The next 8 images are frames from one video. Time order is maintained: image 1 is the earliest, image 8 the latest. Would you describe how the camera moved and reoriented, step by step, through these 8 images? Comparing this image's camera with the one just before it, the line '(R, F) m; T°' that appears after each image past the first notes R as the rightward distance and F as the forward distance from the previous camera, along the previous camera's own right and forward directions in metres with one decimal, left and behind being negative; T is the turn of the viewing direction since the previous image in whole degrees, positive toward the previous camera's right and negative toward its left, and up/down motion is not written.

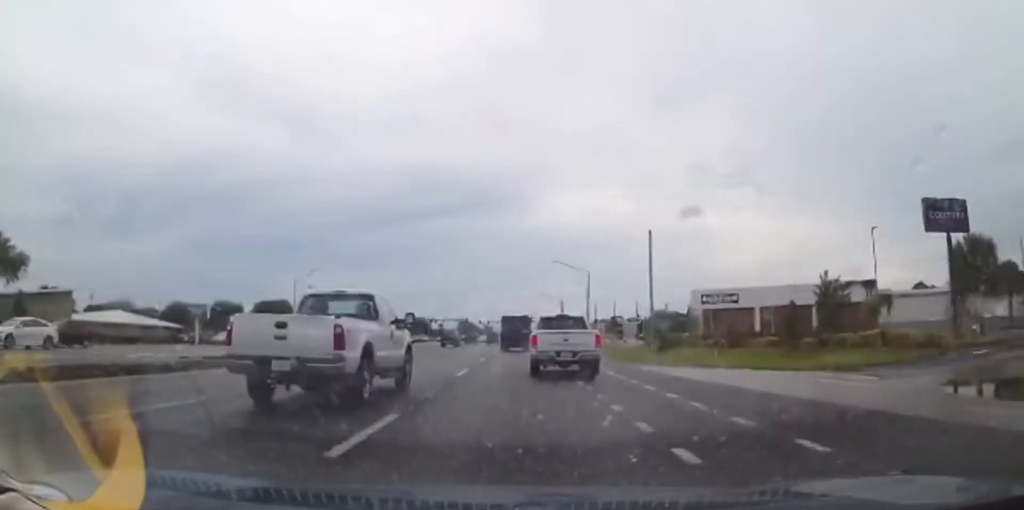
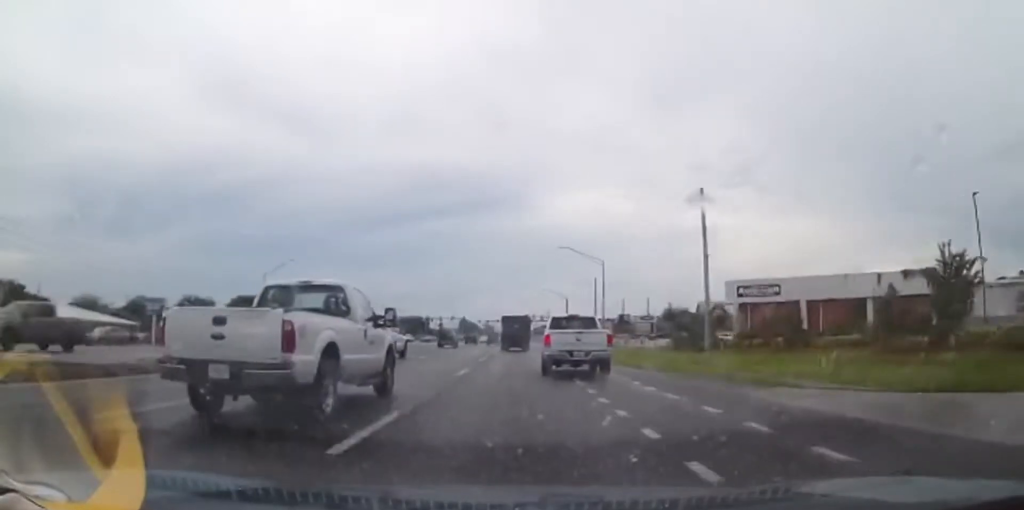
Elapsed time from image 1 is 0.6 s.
(-0.1, +12.1) m; 0°
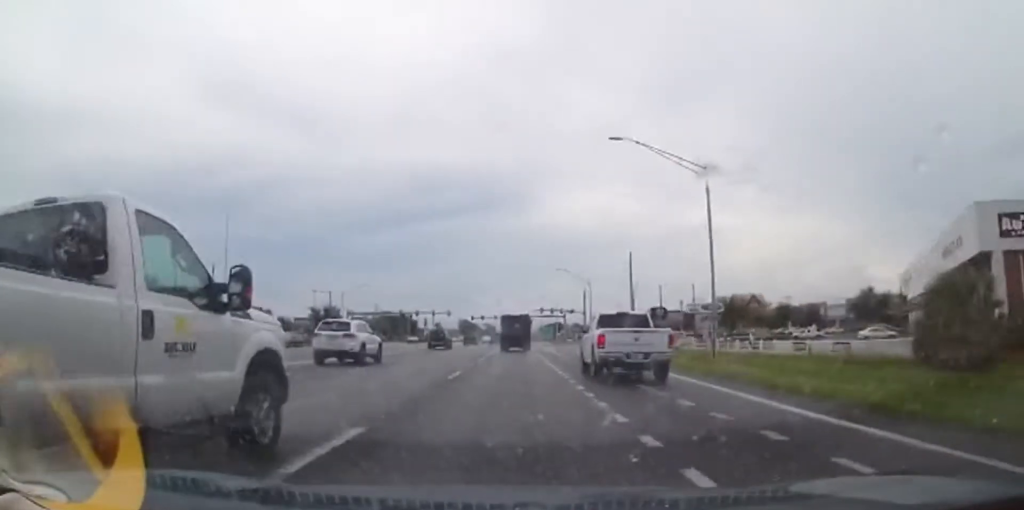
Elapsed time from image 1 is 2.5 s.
(-0.5, +38.2) m; -2°
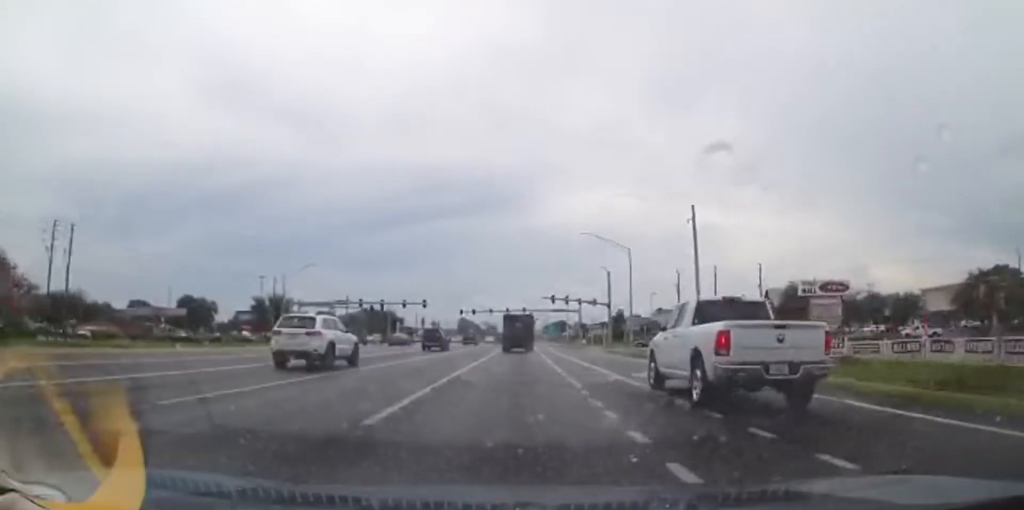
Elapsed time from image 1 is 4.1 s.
(-0.2, +31.6) m; +1°
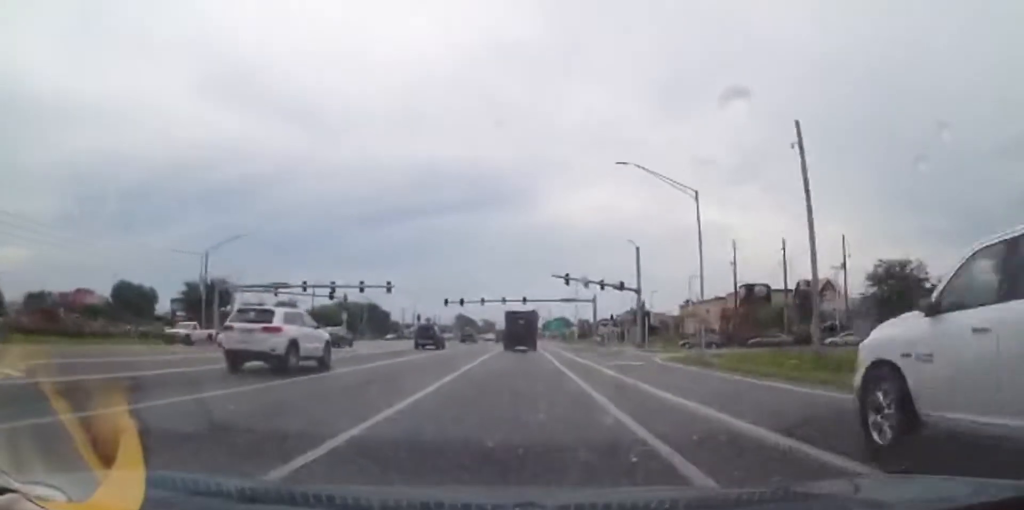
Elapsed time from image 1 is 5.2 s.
(+0.4, +23.9) m; 0°
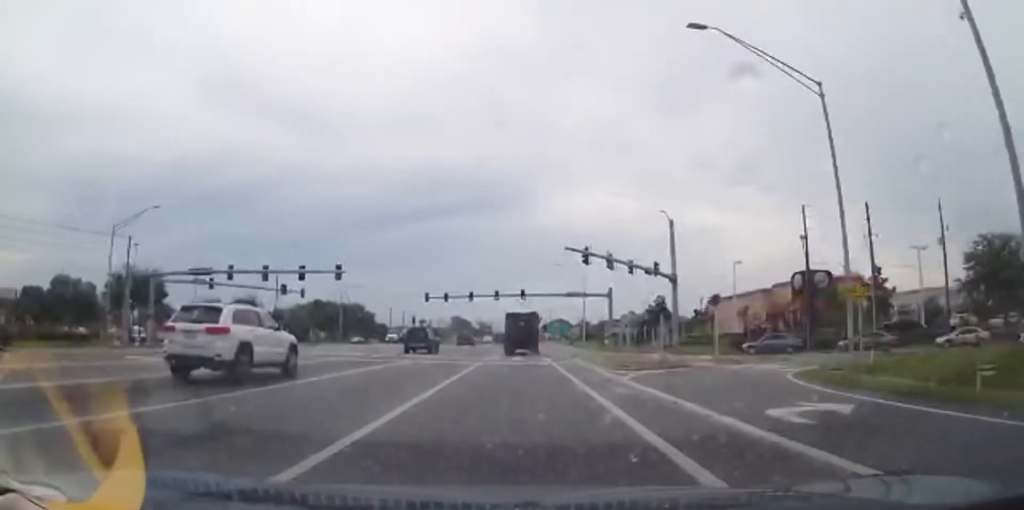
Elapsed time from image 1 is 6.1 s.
(-0.3, +17.3) m; 0°
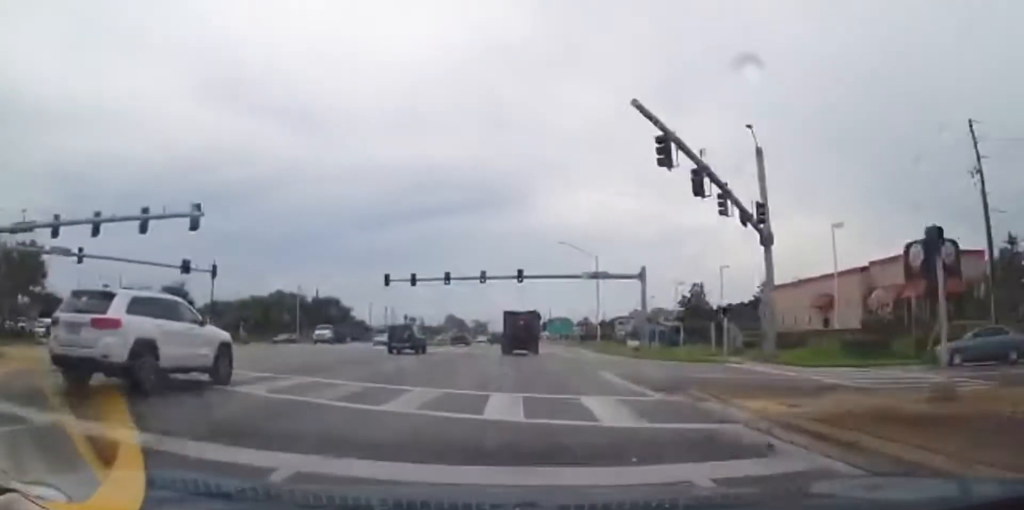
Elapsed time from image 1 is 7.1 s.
(+0.1, +21.4) m; +1°
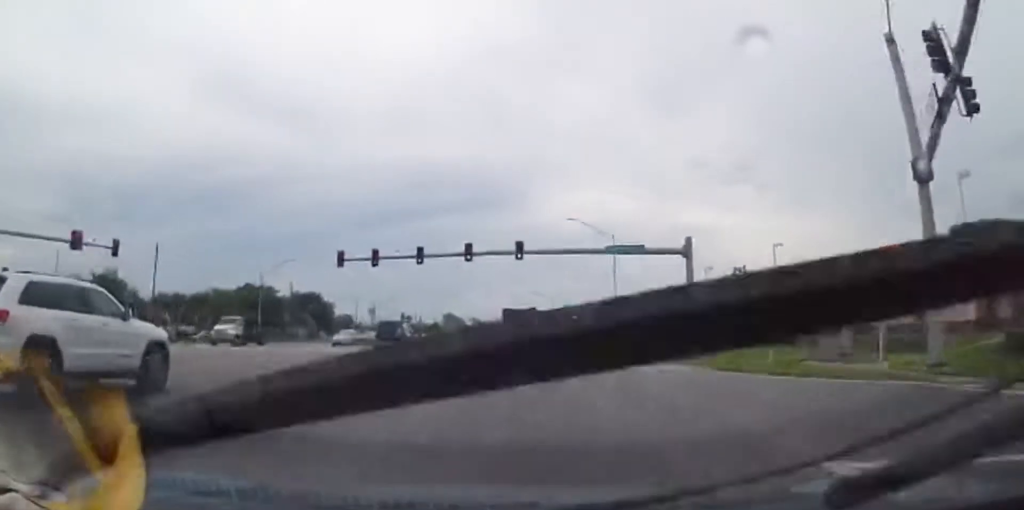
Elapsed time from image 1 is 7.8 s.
(+0.2, +14.5) m; +1°
